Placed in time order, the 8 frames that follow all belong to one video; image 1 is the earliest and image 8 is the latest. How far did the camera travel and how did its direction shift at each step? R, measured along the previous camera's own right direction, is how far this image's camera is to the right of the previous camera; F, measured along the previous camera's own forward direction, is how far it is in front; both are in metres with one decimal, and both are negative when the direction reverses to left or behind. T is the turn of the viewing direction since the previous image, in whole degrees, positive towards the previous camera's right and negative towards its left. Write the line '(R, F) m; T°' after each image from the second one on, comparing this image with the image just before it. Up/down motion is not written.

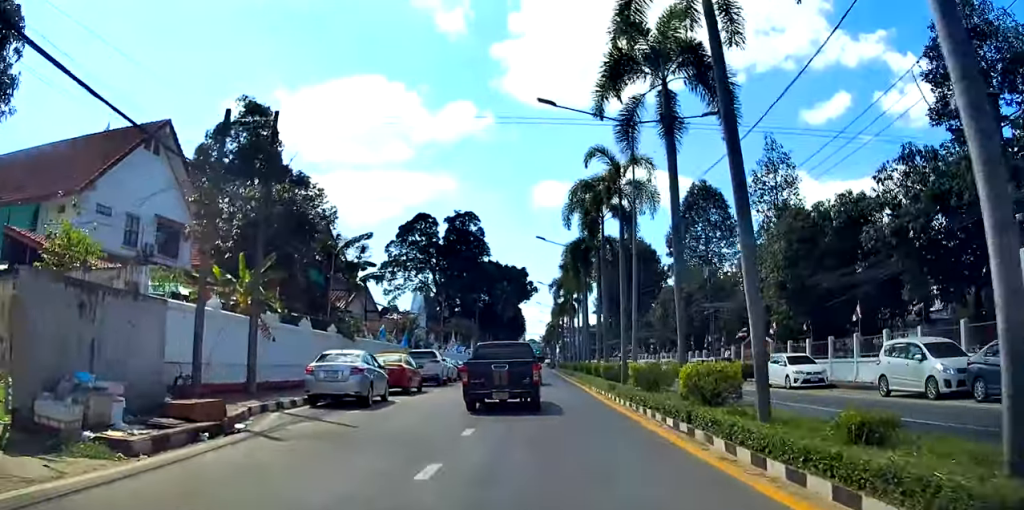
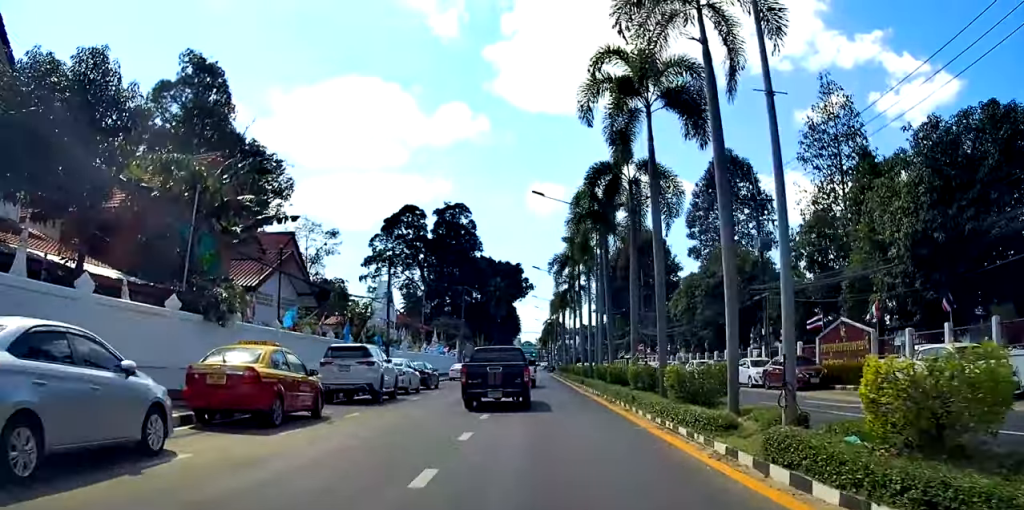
(-0.3, +12.7) m; -3°
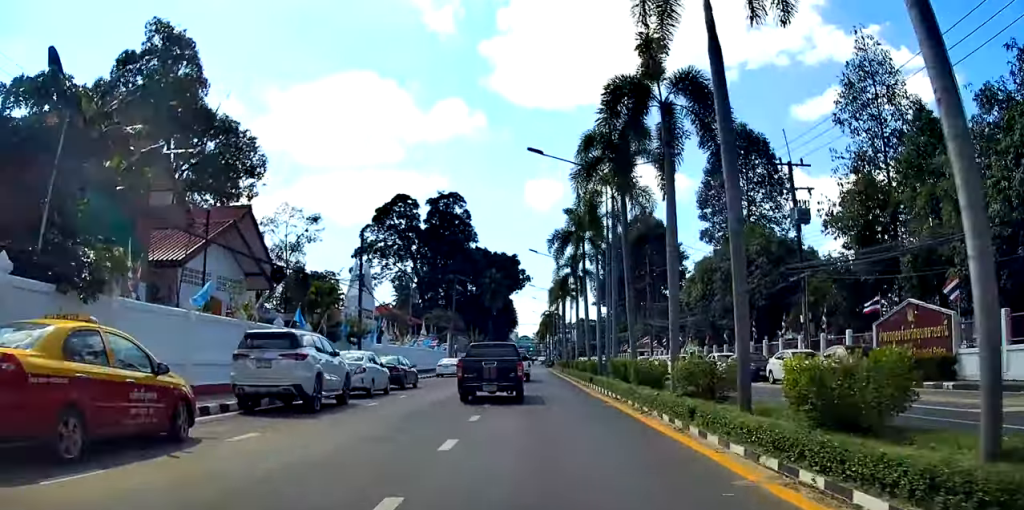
(0.0, +6.2) m; 0°
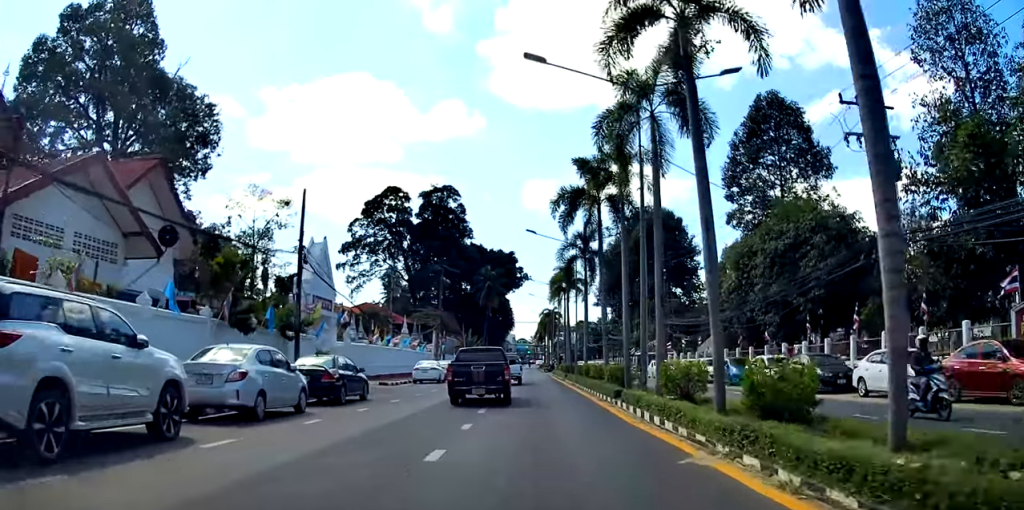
(+0.2, +8.7) m; +1°
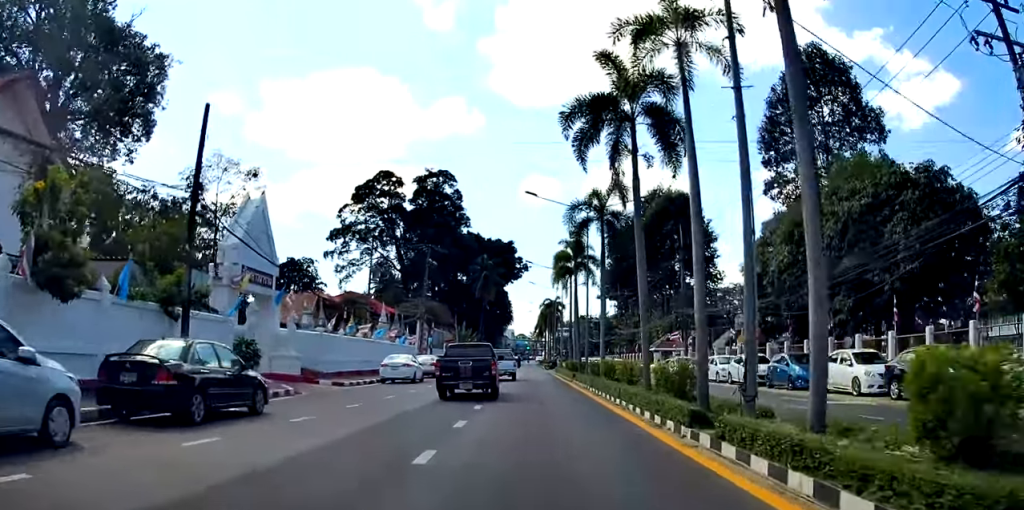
(-0.1, +8.6) m; 0°
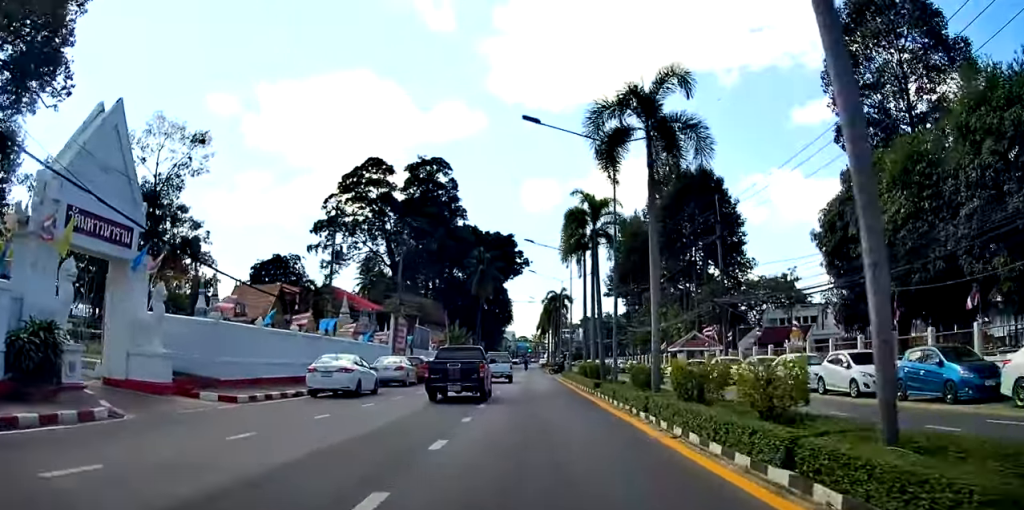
(+0.1, +10.3) m; +1°
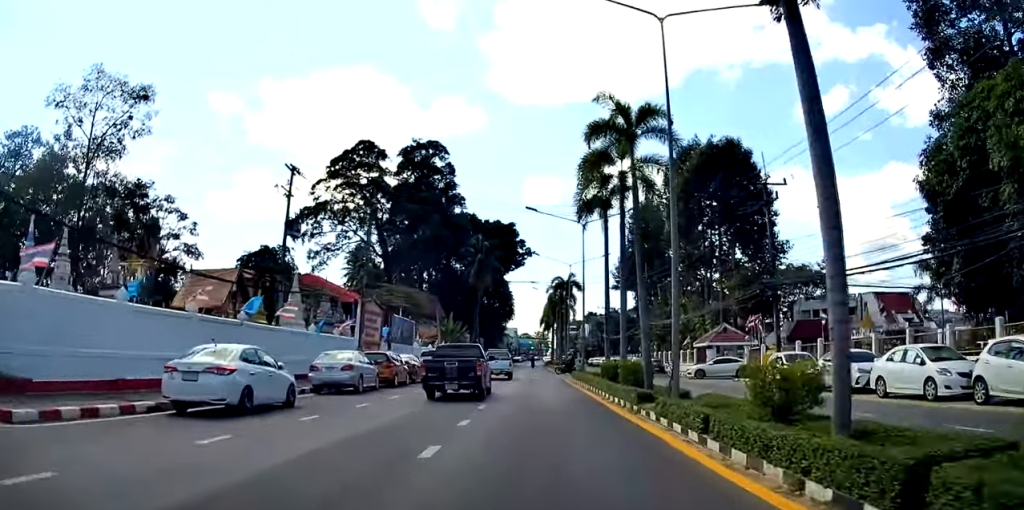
(0.0, +8.5) m; -1°
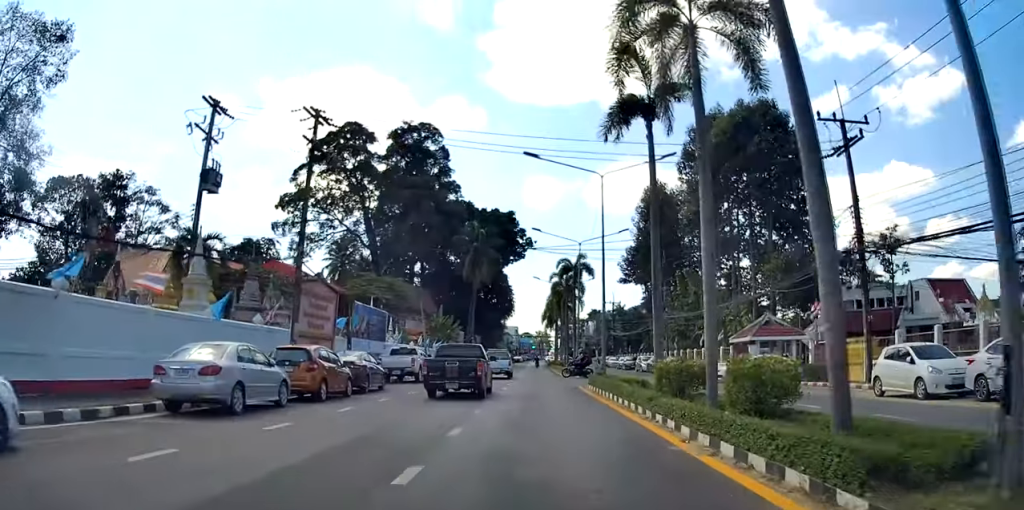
(-0.1, +7.4) m; -1°
